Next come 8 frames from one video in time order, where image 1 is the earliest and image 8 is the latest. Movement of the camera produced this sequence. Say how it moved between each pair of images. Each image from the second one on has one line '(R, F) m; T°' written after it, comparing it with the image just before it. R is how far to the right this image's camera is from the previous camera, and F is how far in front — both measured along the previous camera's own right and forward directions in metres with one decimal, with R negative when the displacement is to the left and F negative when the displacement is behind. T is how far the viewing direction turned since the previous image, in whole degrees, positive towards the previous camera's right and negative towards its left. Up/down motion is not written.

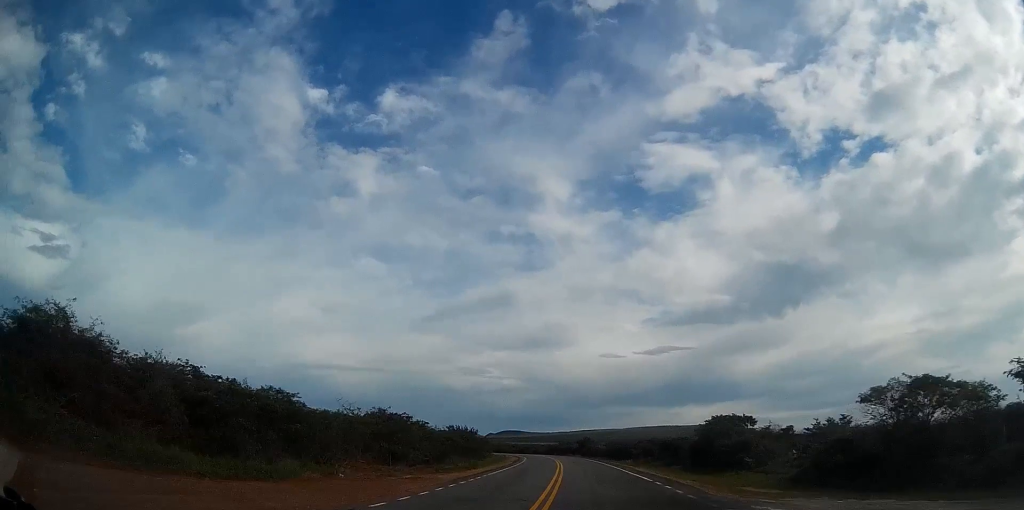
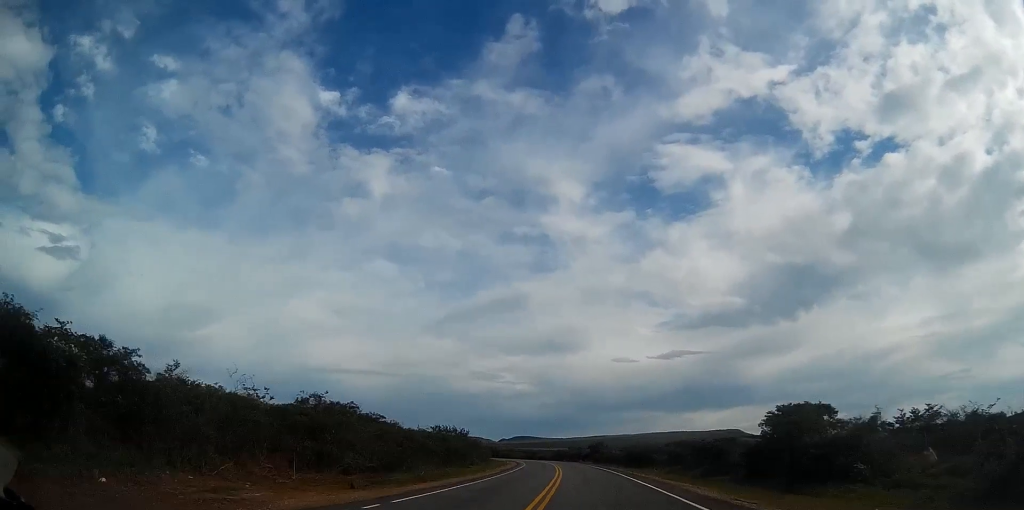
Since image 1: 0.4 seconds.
(-0.1, +17.6) m; -1°
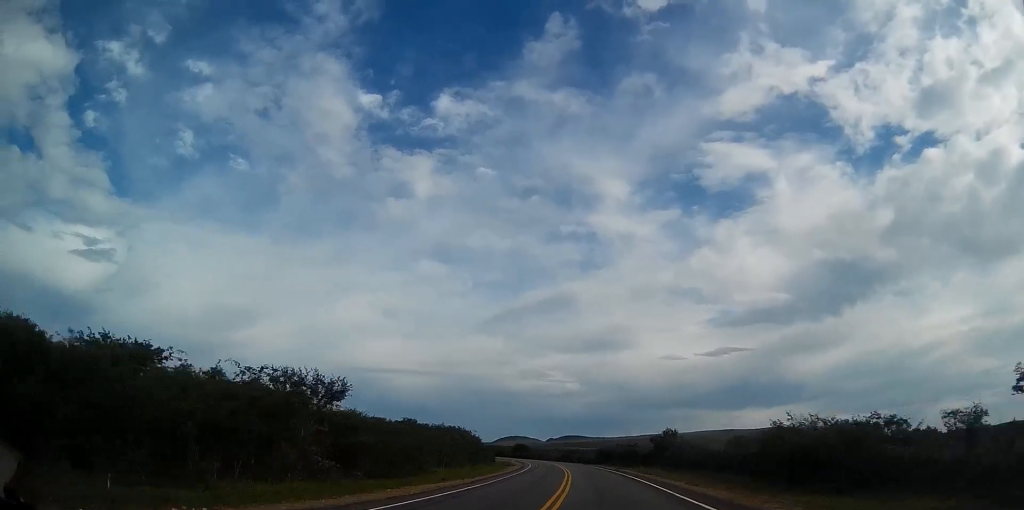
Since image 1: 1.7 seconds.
(-1.5, +51.2) m; -3°
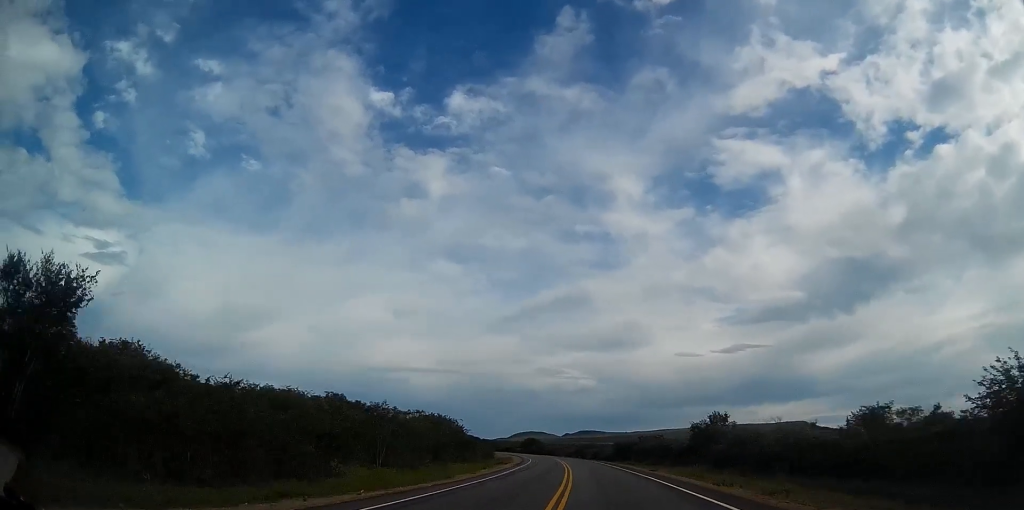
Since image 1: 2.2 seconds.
(0.0, +19.2) m; -2°
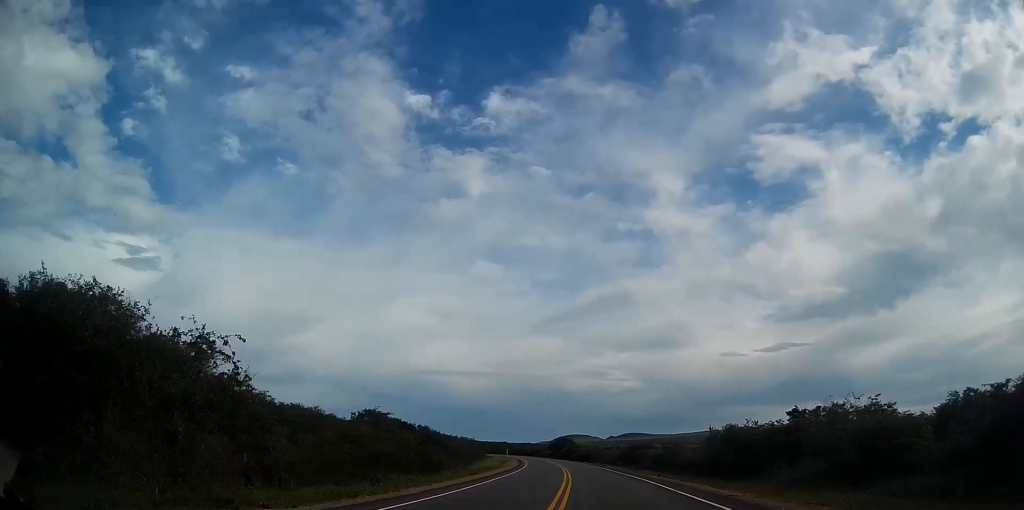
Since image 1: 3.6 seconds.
(-3.0, +55.9) m; -6°
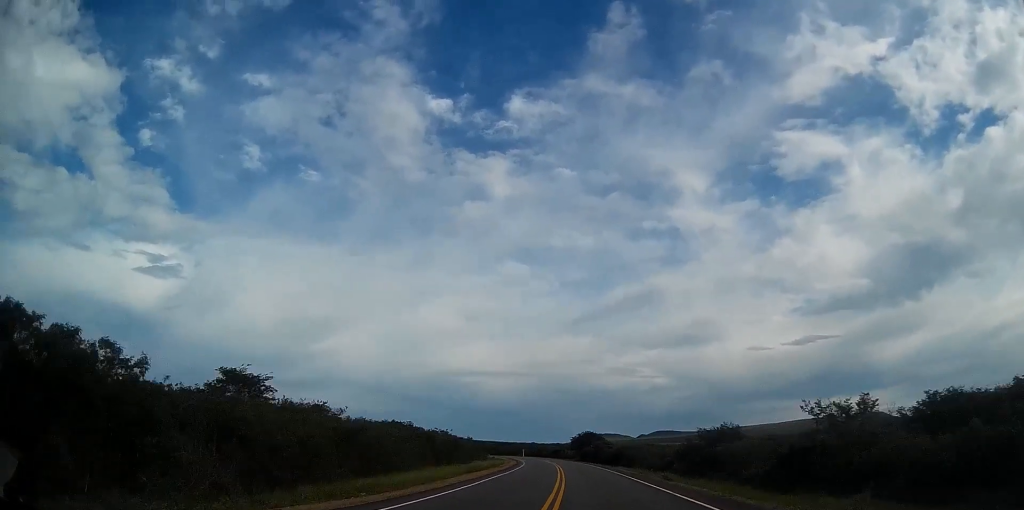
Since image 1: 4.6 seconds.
(-1.4, +38.3) m; -3°
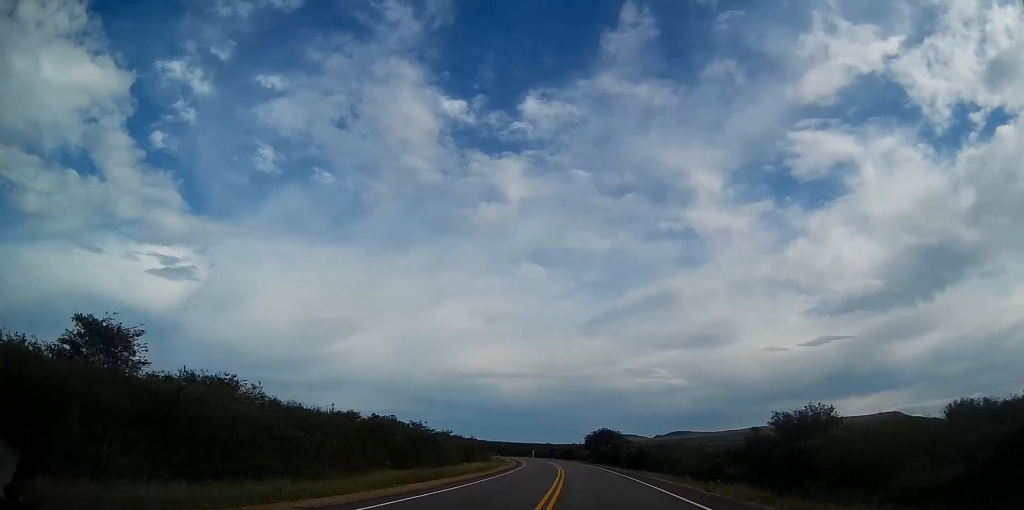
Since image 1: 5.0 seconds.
(-0.2, +19.2) m; -1°
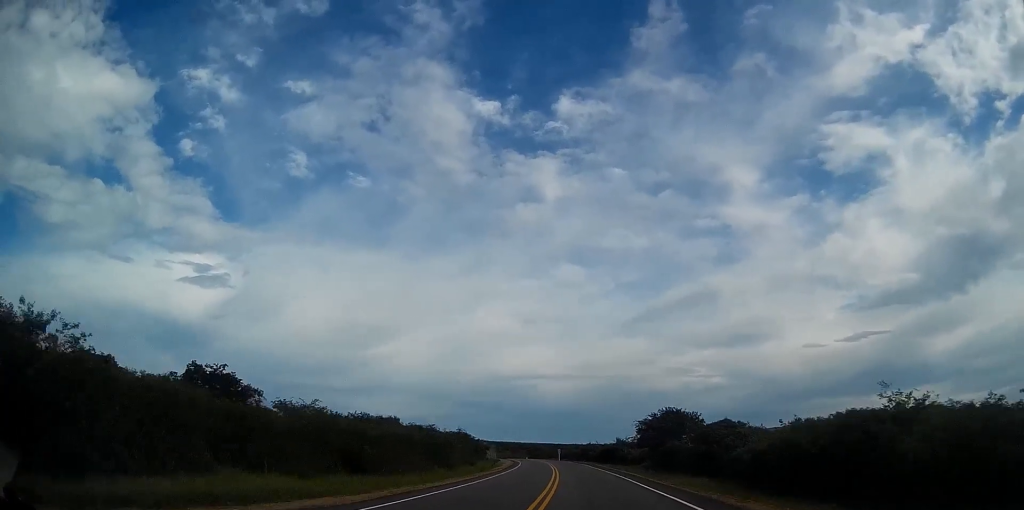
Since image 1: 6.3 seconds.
(-0.9, +51.3) m; -4°
